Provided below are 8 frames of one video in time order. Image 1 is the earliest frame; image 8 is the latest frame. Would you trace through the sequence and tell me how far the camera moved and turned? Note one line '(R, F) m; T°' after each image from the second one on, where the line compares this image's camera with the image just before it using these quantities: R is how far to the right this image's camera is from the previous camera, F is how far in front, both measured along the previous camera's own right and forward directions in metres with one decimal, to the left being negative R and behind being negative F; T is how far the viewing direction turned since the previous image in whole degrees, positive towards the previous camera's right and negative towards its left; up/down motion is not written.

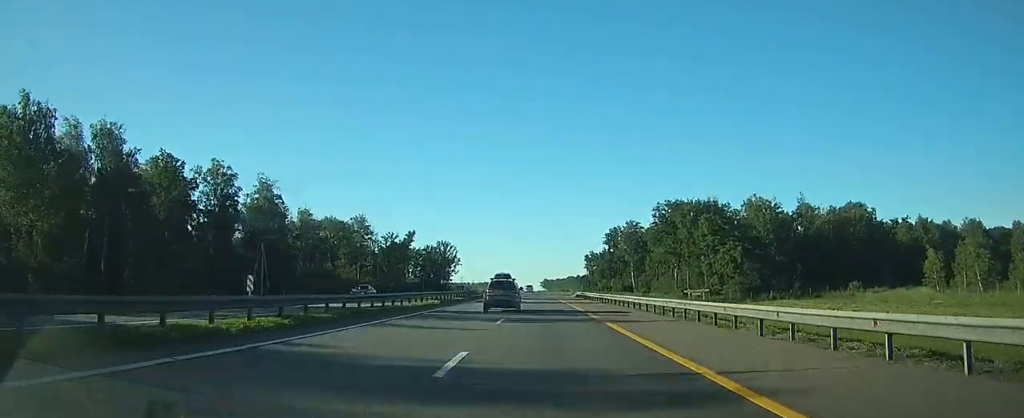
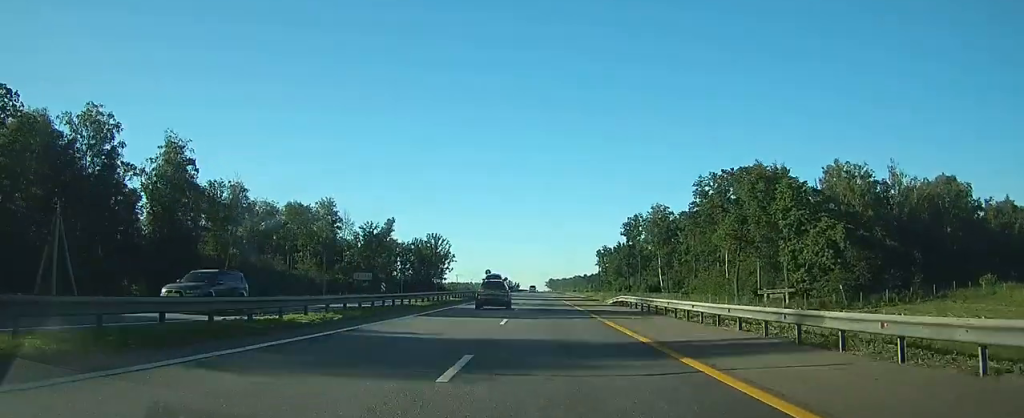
(-0.2, +35.8) m; -1°
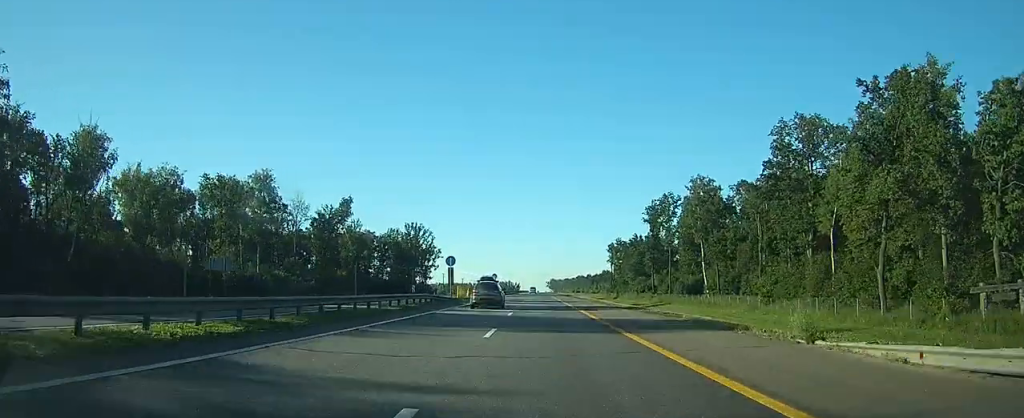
(-0.2, +39.9) m; 0°
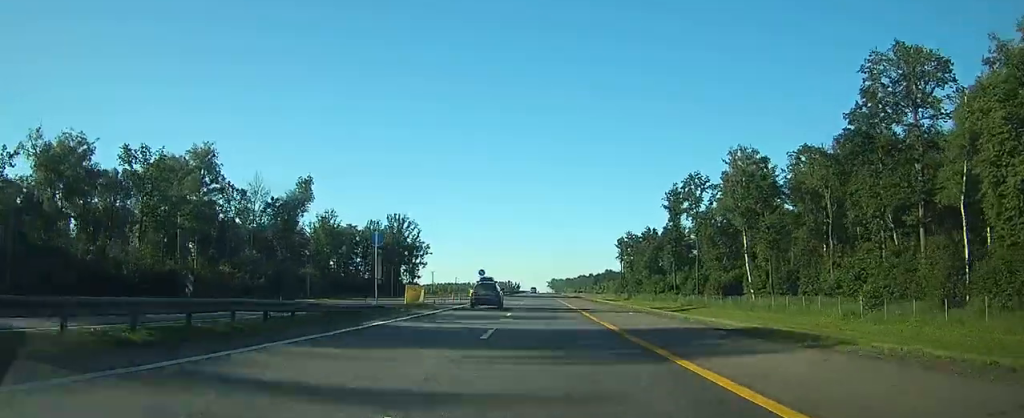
(0.0, +24.0) m; 0°
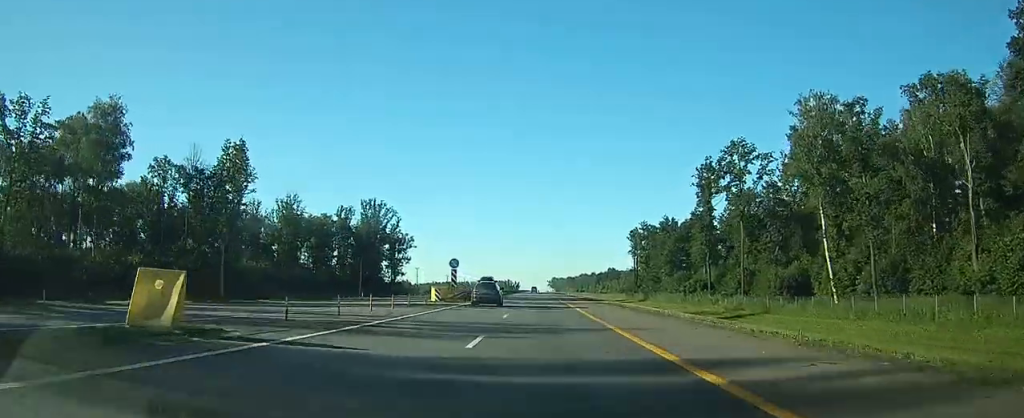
(0.0, +26.2) m; 0°
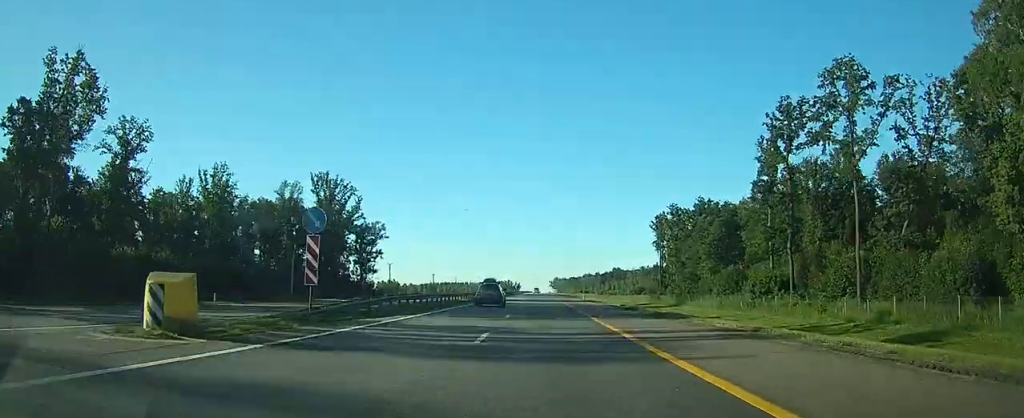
(+0.1, +34.3) m; 0°
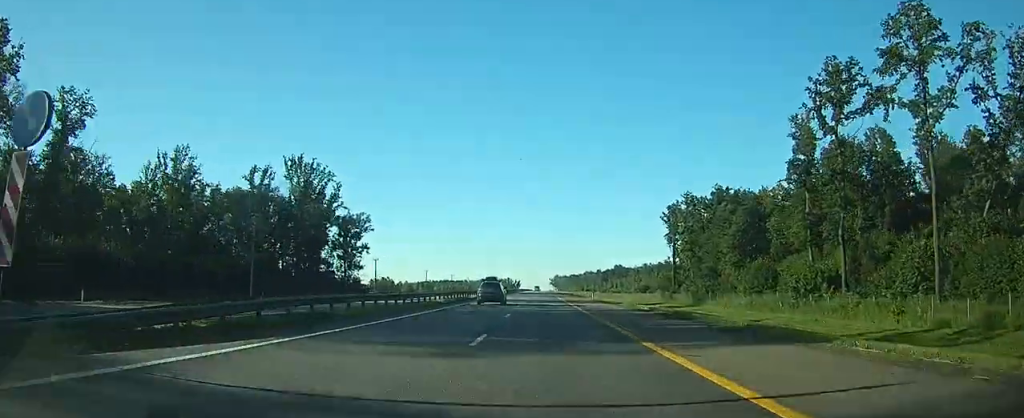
(0.0, +12.8) m; 0°
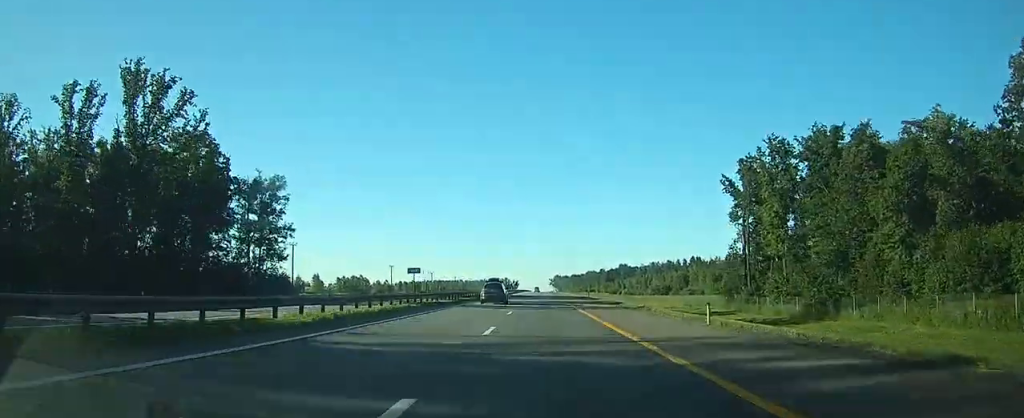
(0.0, +44.8) m; 0°
